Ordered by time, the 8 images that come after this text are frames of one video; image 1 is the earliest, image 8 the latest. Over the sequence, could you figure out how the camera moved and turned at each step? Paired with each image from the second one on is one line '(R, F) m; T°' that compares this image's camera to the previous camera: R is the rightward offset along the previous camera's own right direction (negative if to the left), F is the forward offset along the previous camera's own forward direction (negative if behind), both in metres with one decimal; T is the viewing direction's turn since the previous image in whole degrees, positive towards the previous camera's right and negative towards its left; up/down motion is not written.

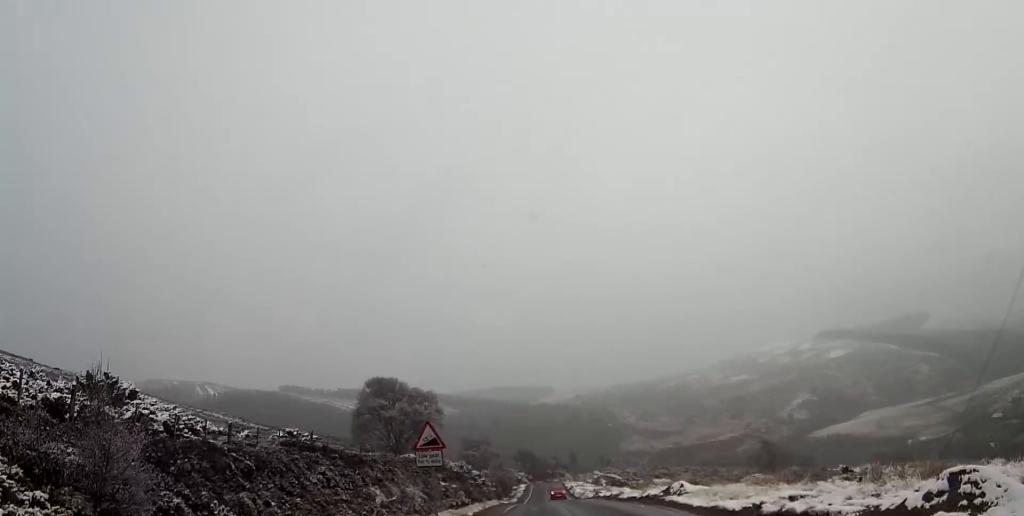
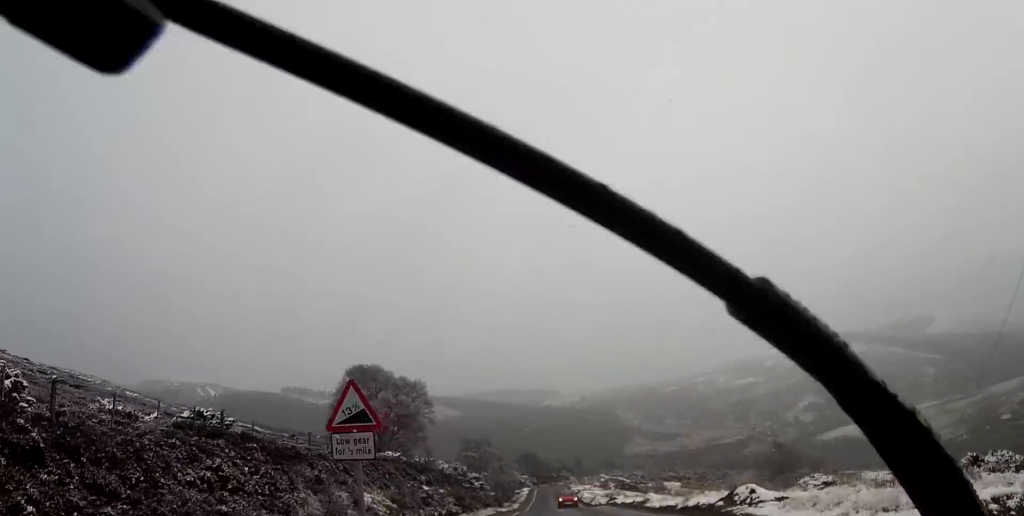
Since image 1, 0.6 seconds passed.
(0.0, +8.2) m; 0°
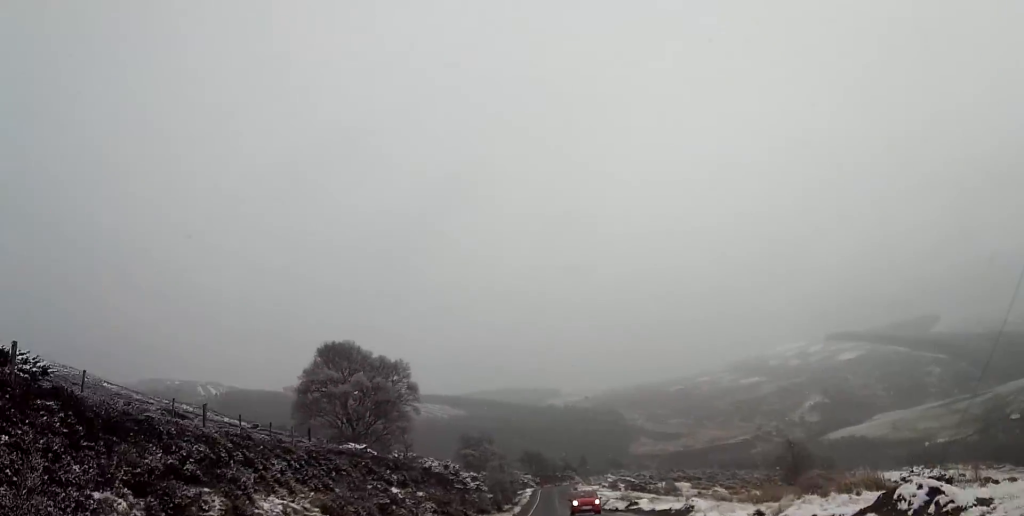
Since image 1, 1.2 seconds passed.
(0.0, +8.6) m; 0°
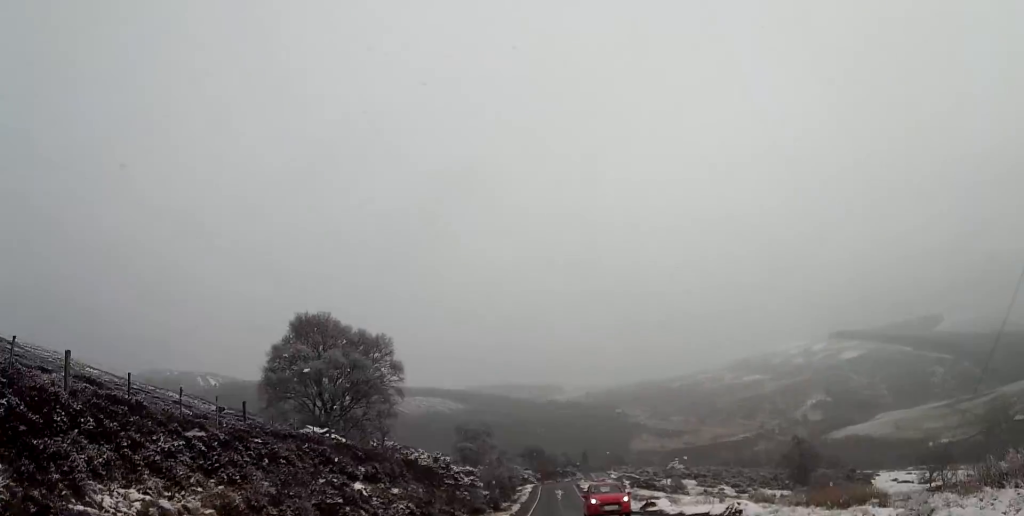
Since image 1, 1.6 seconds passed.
(0.0, +5.7) m; 0°
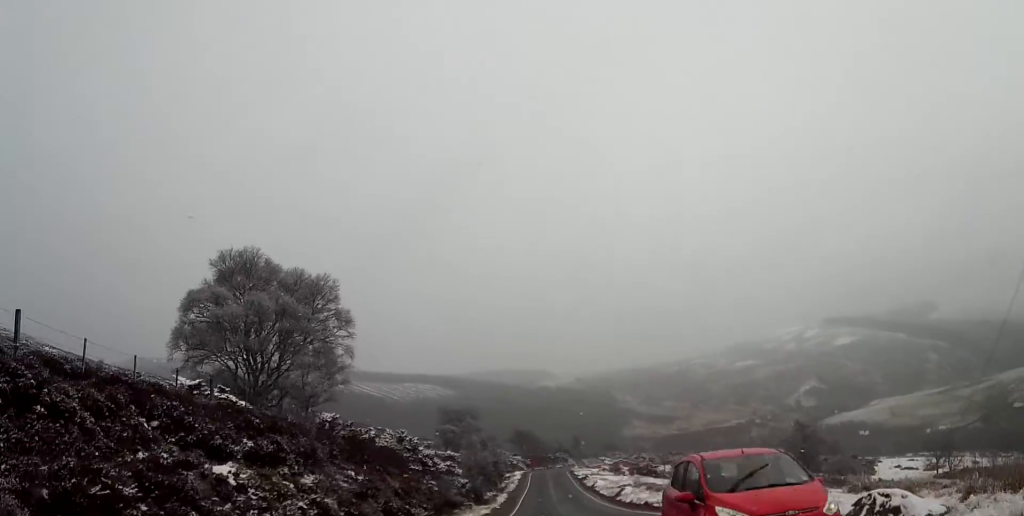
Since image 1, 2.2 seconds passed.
(0.0, +9.1) m; 0°
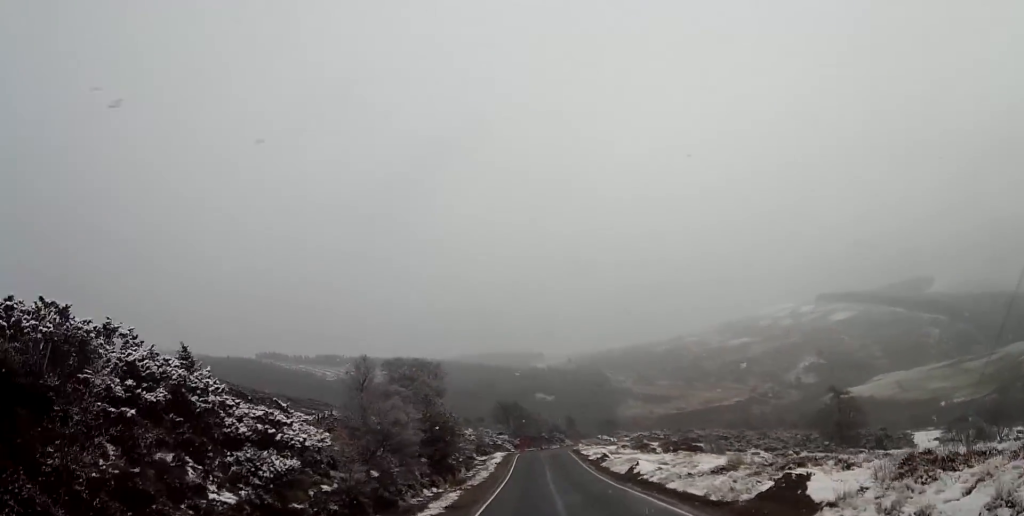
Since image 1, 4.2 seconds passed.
(-0.1, +30.3) m; -1°
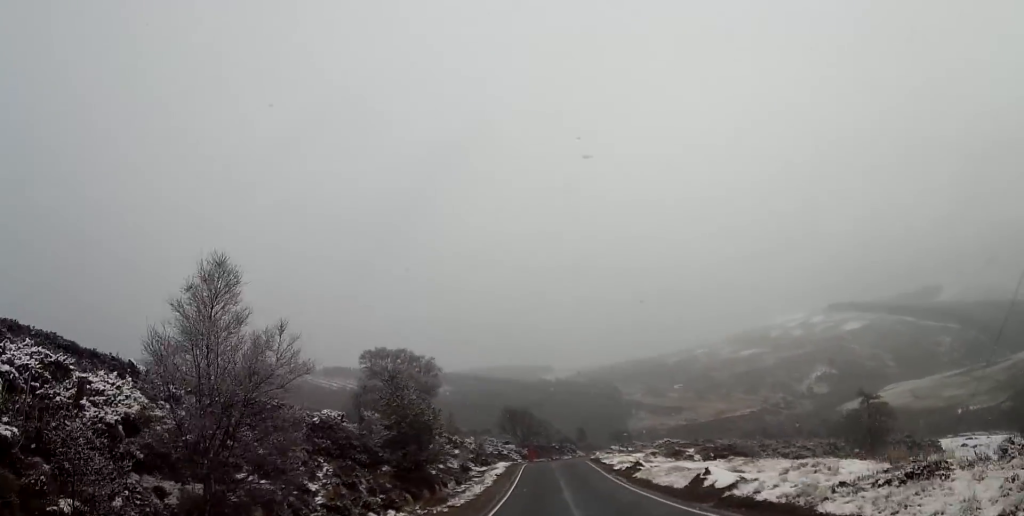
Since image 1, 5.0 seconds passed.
(-0.1, +11.9) m; 0°
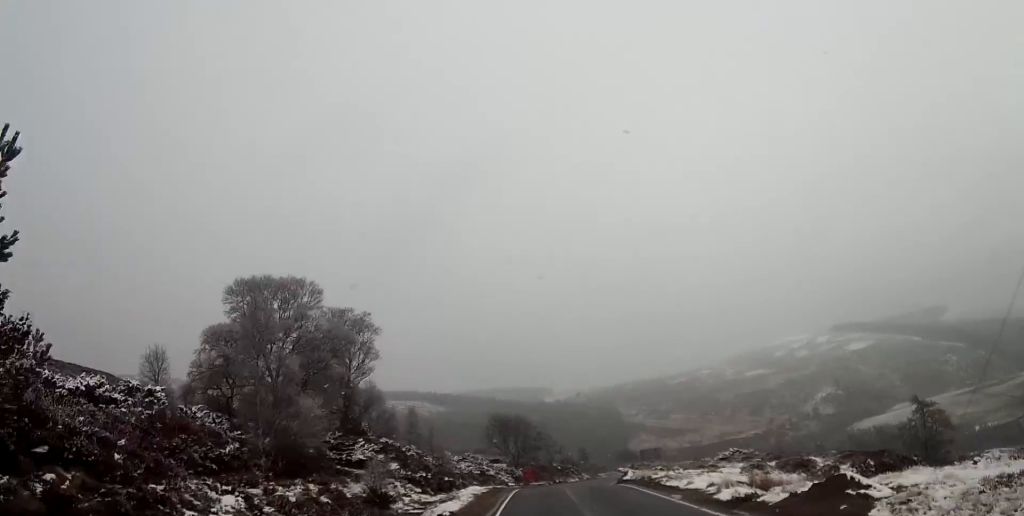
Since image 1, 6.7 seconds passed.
(-0.1, +26.2) m; 0°
